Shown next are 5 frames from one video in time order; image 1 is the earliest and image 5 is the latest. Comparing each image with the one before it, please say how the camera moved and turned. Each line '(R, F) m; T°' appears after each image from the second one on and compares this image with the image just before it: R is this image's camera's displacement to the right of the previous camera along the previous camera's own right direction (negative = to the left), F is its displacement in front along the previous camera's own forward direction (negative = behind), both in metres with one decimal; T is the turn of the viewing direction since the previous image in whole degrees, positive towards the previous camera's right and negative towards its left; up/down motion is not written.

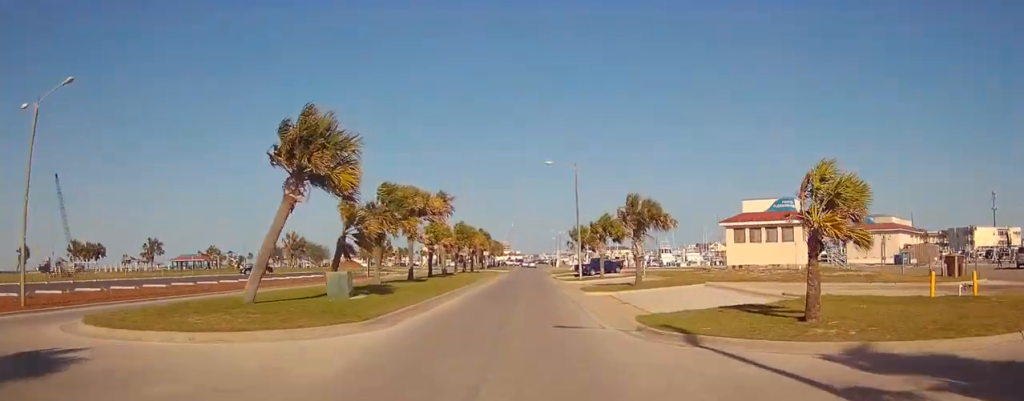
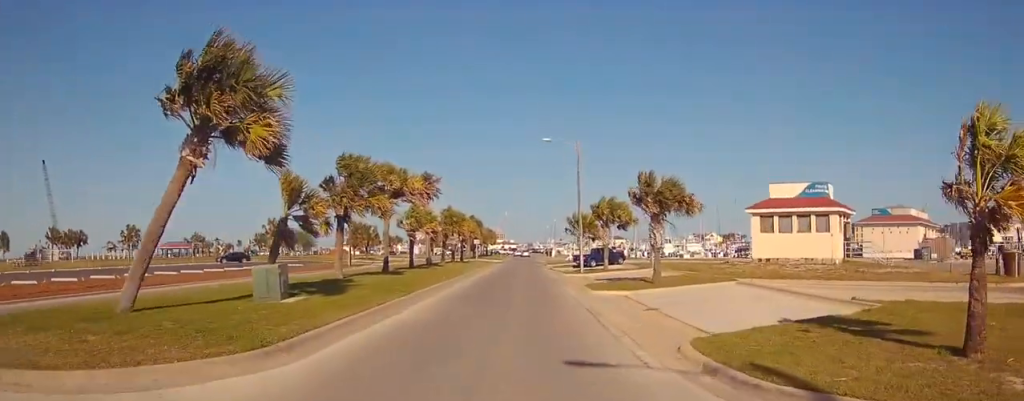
(+0.1, +6.2) m; -1°
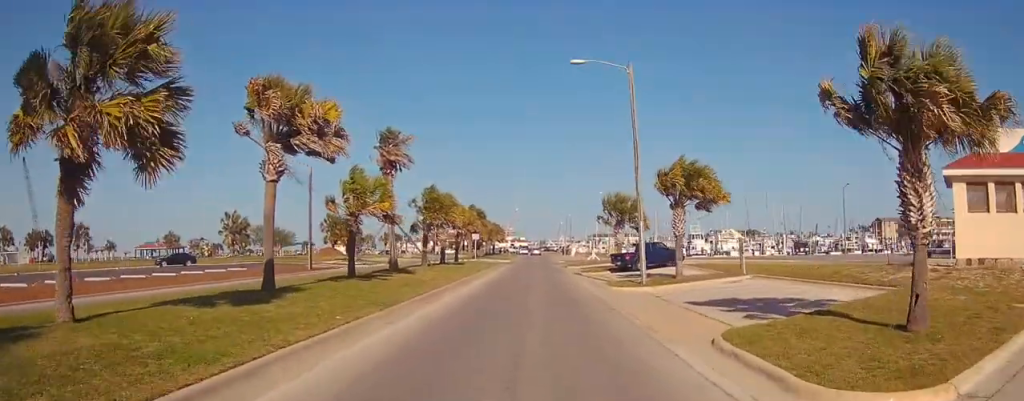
(-1.2, +19.2) m; -3°
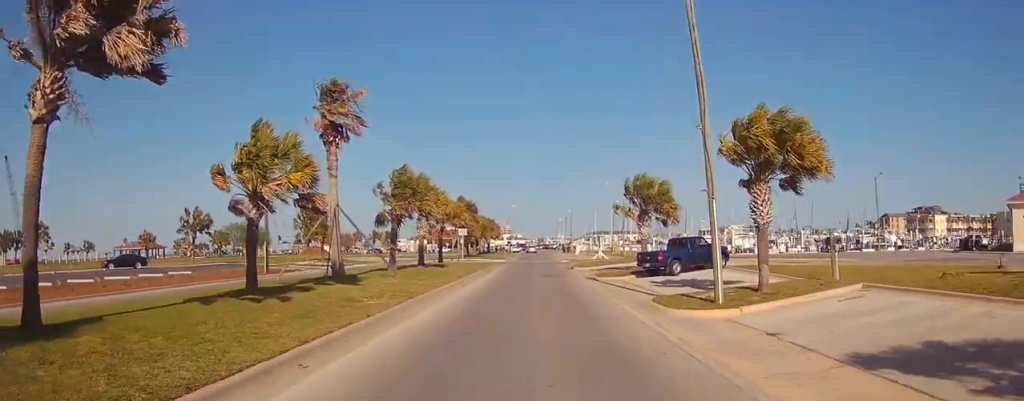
(+0.5, +10.3) m; +1°
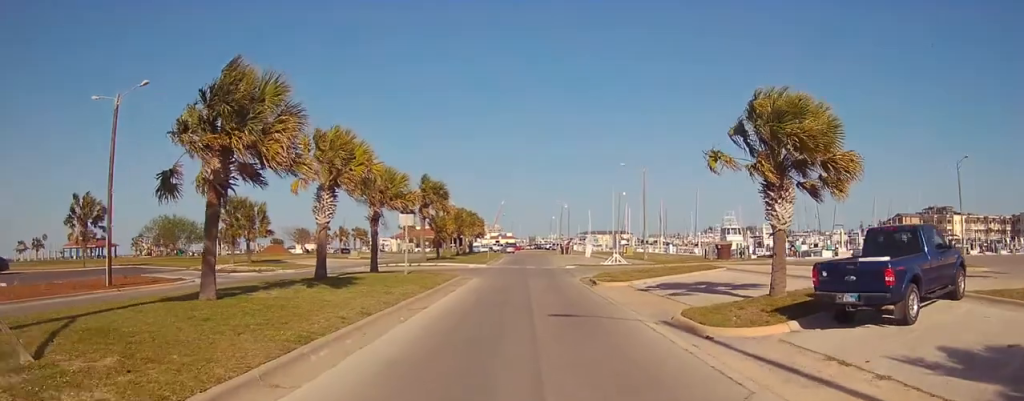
(-0.1, +20.7) m; -1°
